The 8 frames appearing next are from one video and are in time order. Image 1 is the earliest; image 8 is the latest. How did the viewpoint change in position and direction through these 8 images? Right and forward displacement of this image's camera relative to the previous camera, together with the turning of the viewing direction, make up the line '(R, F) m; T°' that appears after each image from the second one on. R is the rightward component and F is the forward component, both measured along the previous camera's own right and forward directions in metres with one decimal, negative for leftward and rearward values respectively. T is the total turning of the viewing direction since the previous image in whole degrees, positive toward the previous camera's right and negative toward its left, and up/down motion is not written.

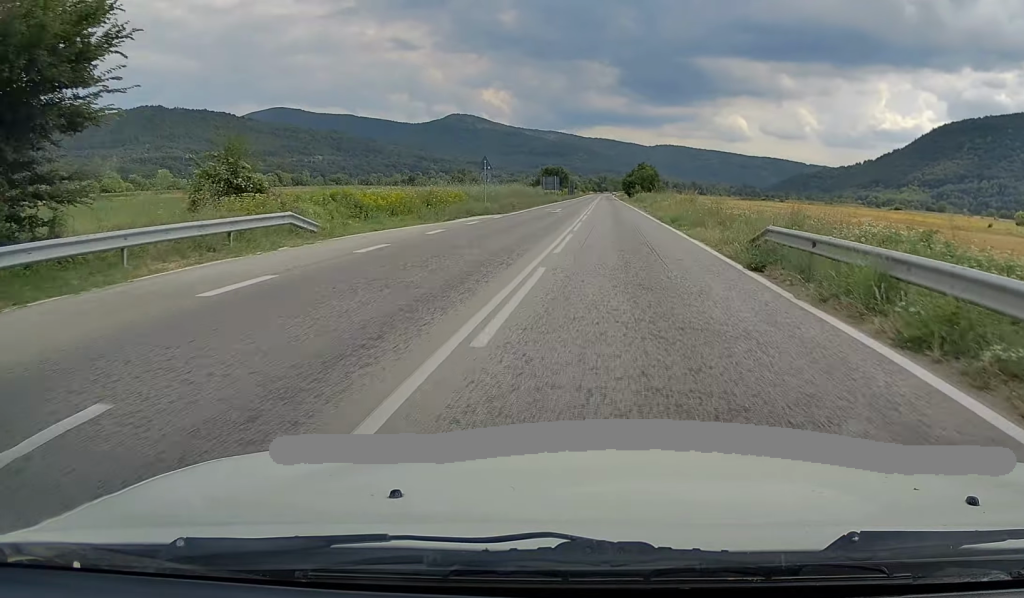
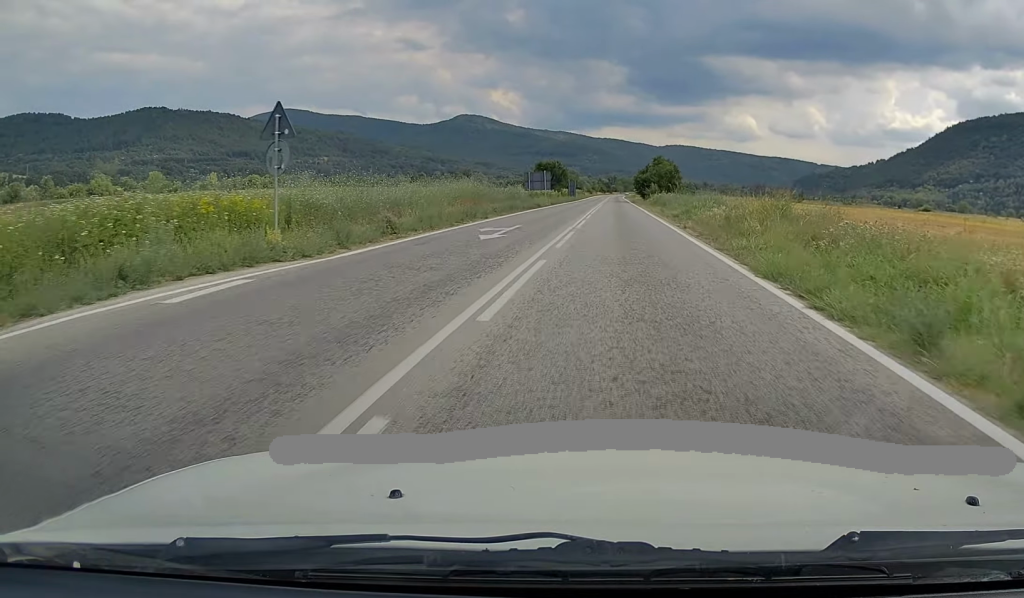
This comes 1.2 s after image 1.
(-0.1, +26.5) m; 0°
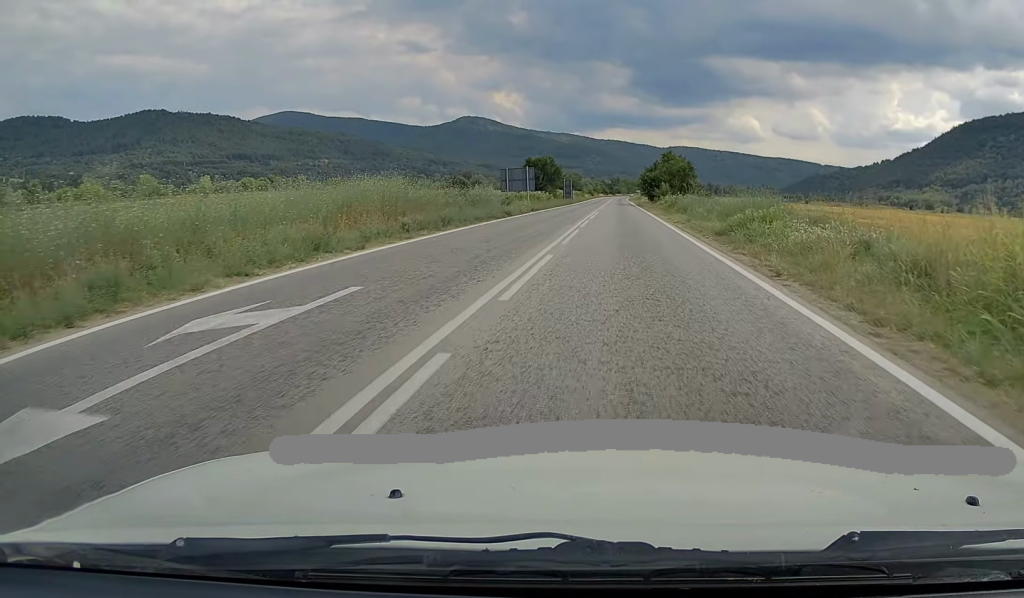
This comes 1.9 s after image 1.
(0.0, +16.9) m; 0°
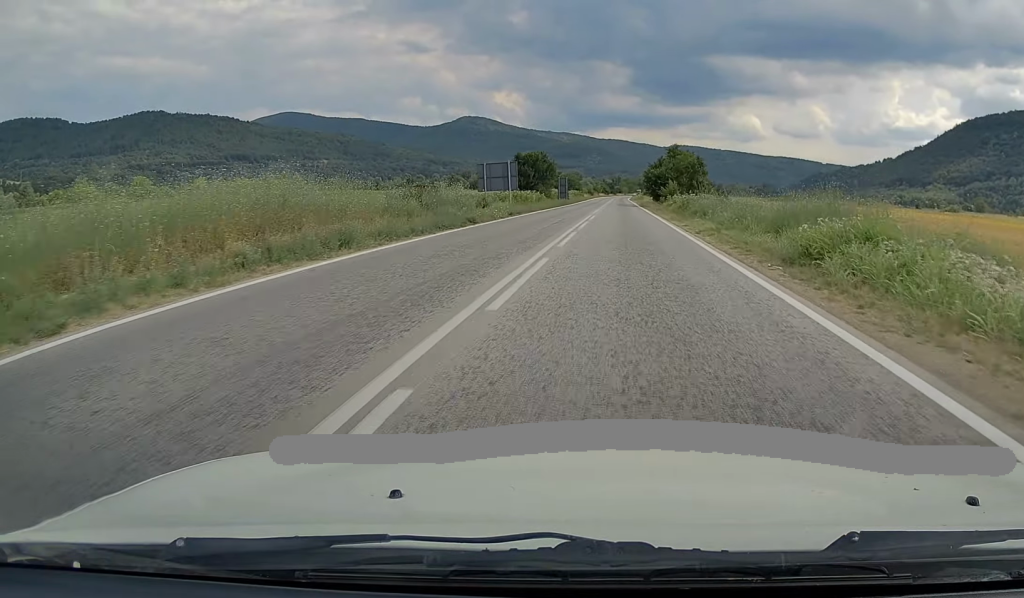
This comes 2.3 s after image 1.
(0.0, +10.2) m; 0°
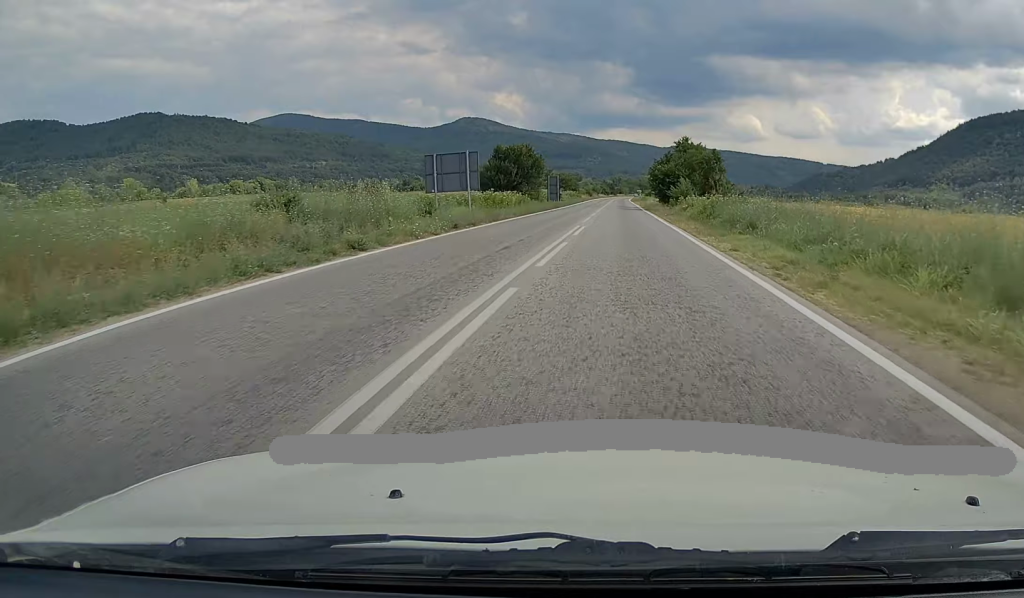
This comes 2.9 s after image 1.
(0.0, +13.4) m; 0°
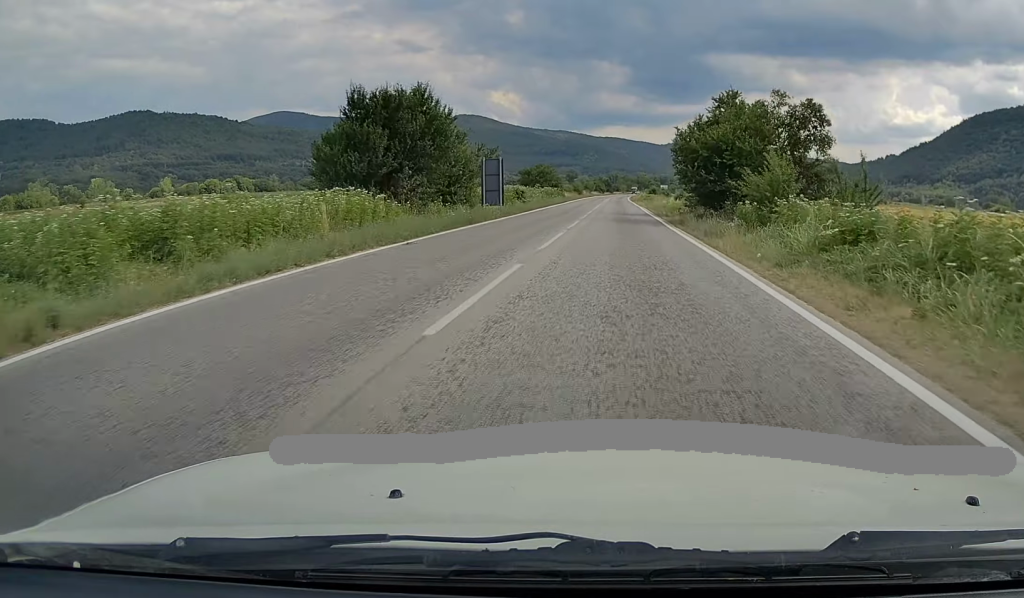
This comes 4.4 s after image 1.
(-0.1, +35.7) m; 0°
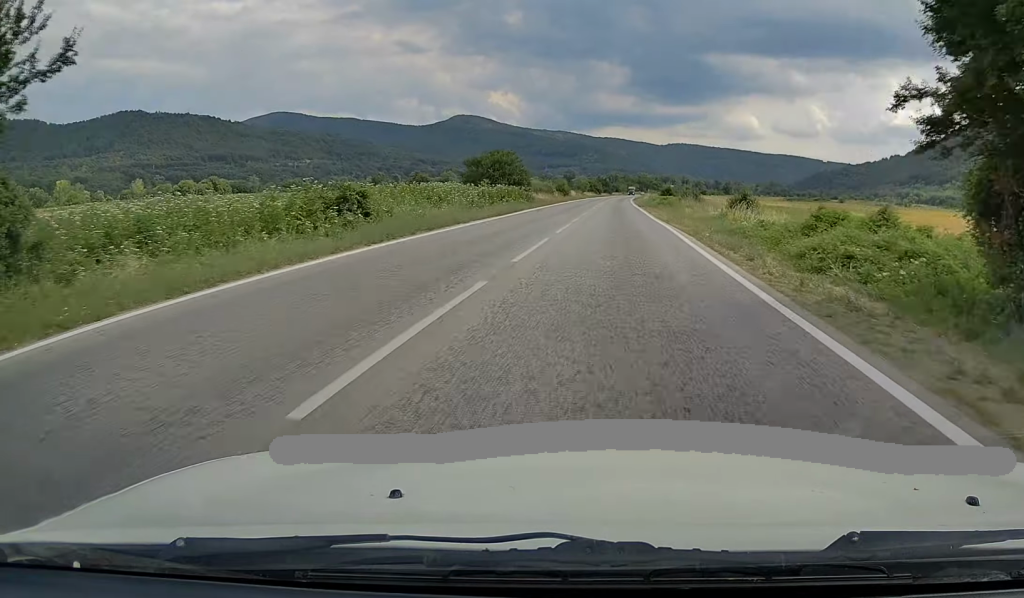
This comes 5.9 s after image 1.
(+0.1, +38.7) m; 0°
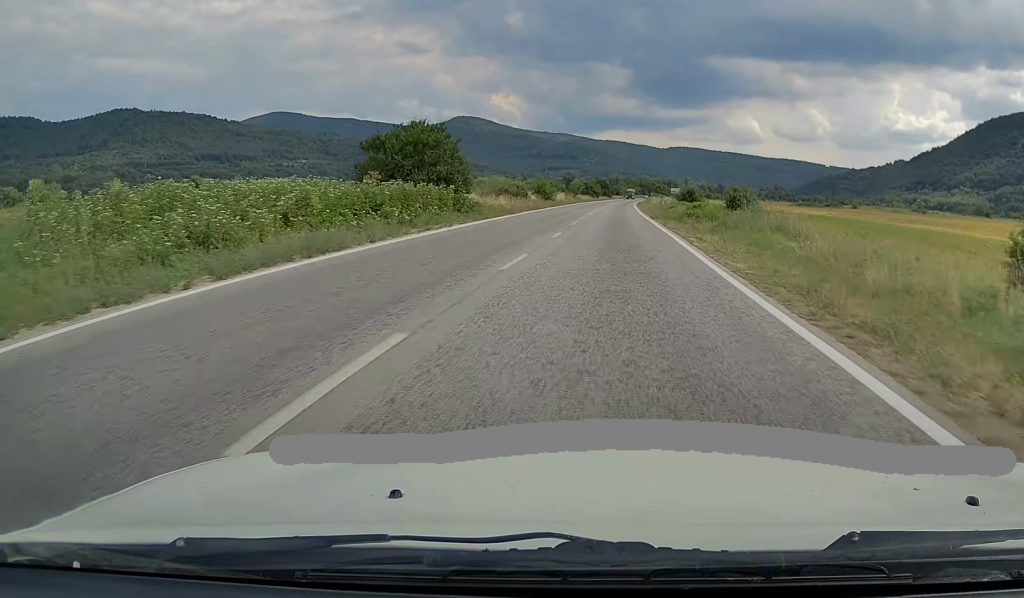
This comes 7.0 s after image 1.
(+0.1, +29.0) m; 0°
